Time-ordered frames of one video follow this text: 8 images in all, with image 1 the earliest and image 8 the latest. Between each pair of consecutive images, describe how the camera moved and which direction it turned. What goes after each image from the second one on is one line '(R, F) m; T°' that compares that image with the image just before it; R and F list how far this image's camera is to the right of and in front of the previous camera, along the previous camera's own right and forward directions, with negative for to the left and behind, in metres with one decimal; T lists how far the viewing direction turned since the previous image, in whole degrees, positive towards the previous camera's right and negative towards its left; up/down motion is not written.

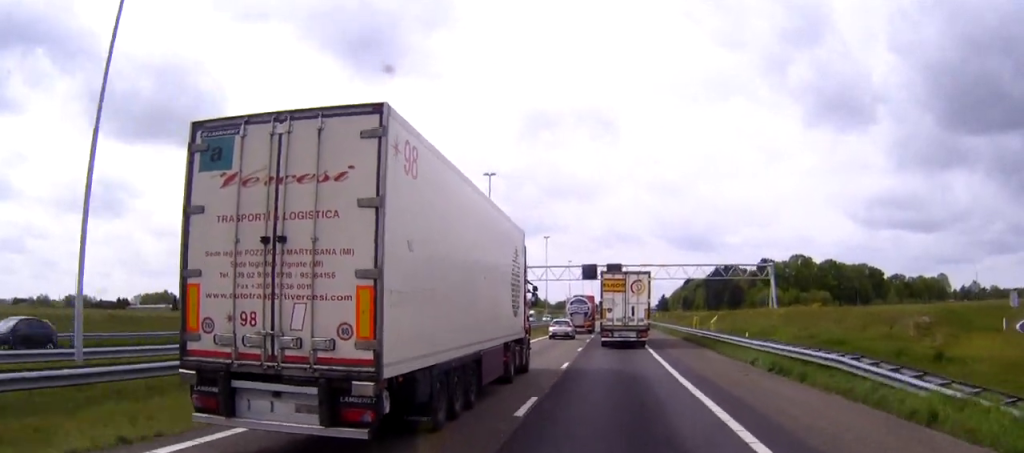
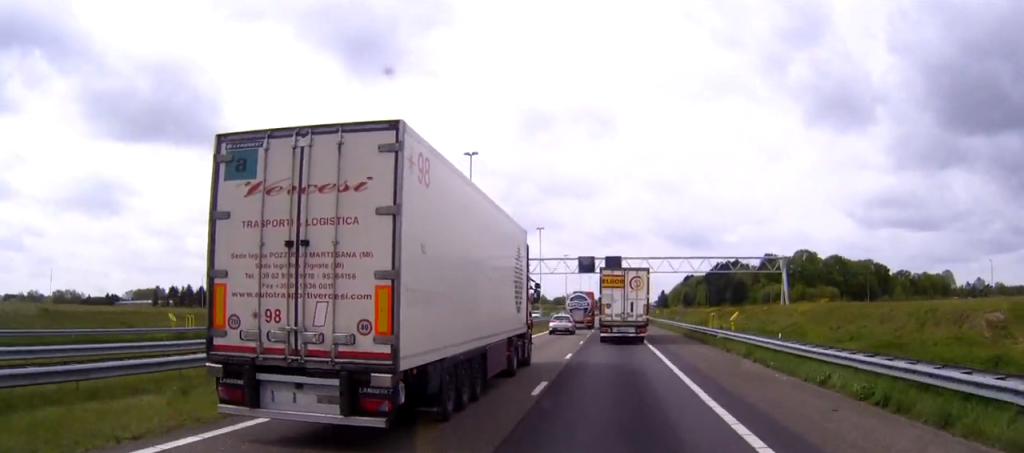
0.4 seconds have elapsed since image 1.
(0.0, +9.2) m; 0°
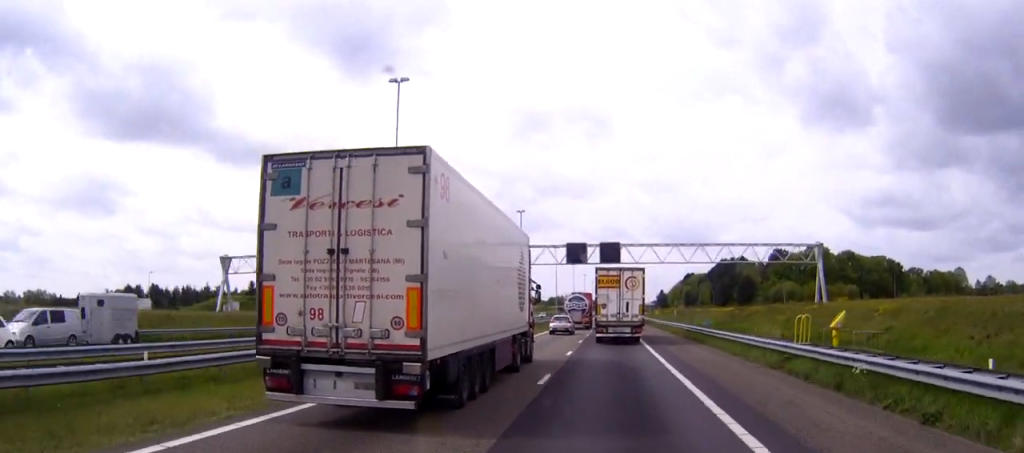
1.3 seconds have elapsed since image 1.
(0.0, +21.6) m; 0°
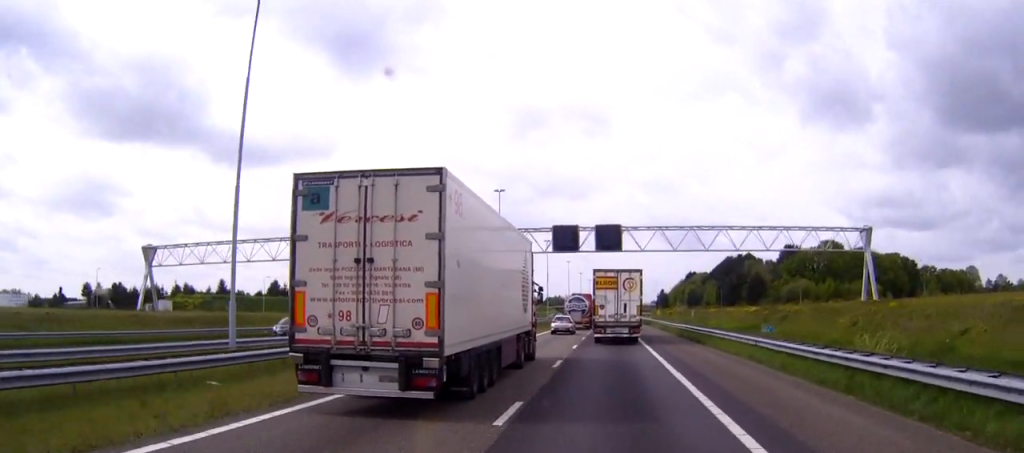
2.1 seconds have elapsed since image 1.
(0.0, +18.5) m; 0°
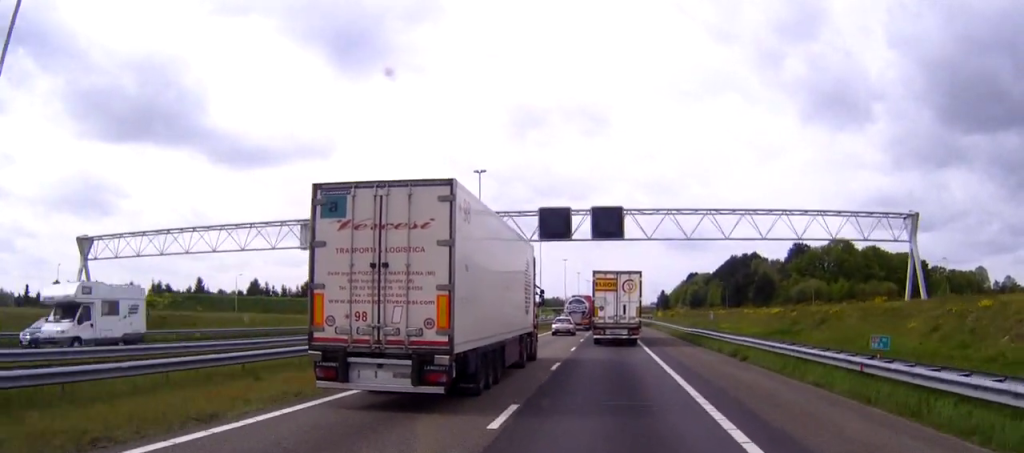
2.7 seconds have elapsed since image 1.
(0.0, +12.3) m; 0°
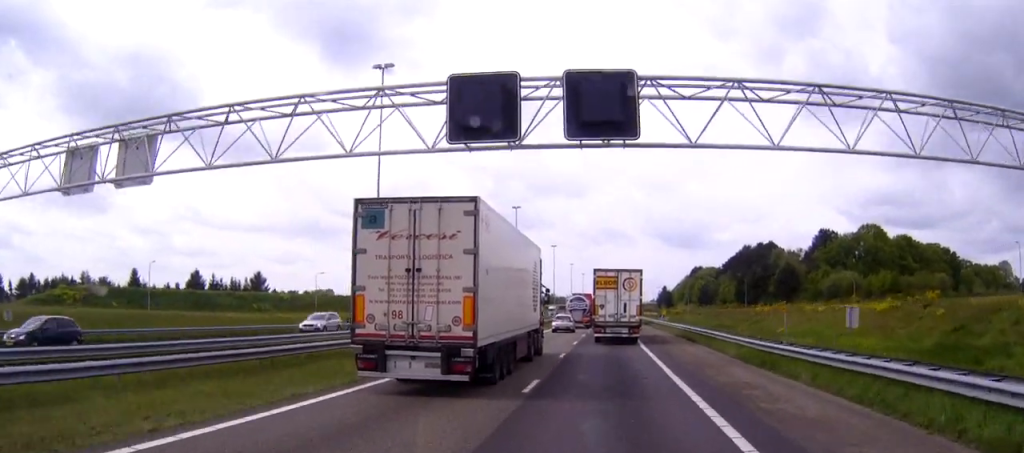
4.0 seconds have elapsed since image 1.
(+0.3, +30.5) m; 0°
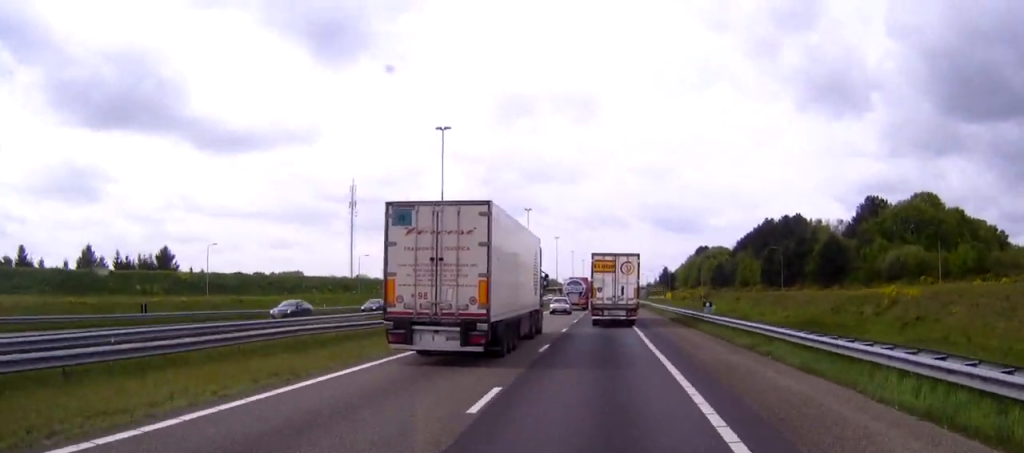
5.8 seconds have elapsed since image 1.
(+0.1, +40.7) m; 0°
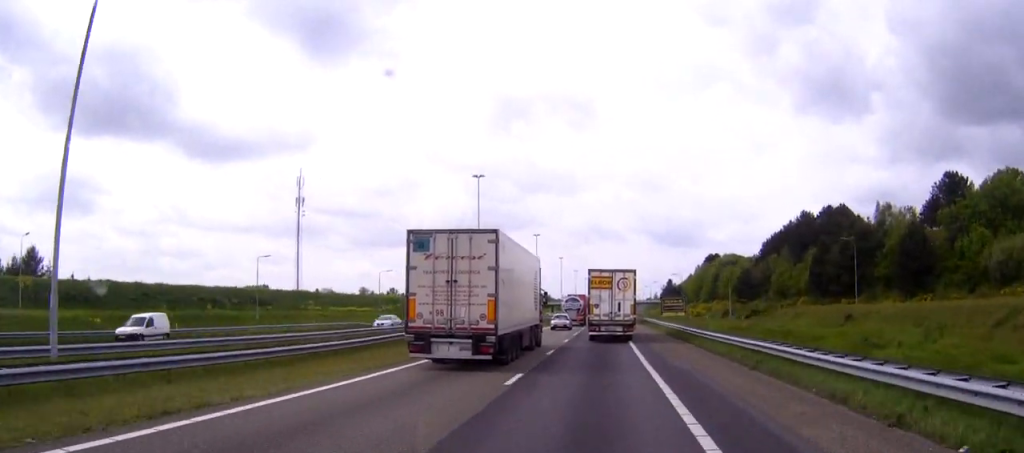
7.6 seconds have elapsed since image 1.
(+0.3, +41.3) m; 0°
